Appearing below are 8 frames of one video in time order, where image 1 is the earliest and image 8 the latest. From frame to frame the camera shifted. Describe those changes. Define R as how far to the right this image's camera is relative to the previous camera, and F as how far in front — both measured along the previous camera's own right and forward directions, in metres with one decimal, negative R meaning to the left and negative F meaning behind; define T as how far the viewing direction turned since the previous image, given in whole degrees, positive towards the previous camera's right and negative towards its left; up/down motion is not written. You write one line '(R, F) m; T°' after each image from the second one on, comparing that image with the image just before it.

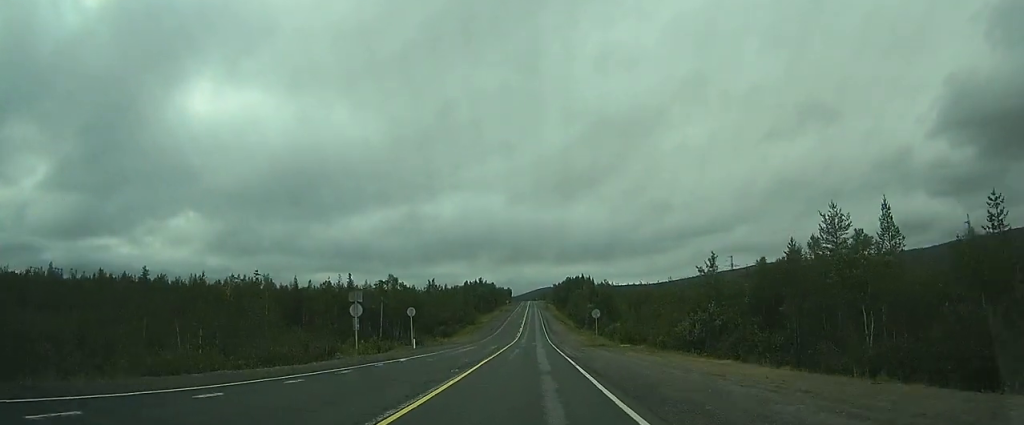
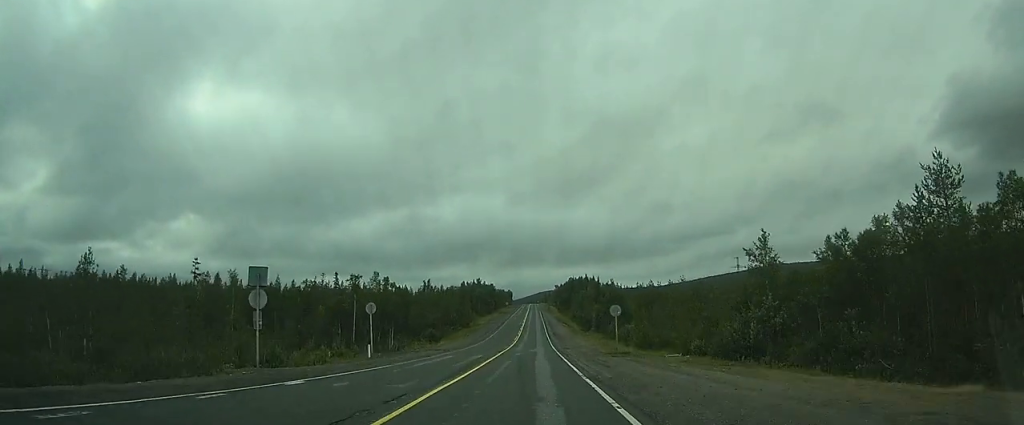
(0.0, +11.7) m; 0°
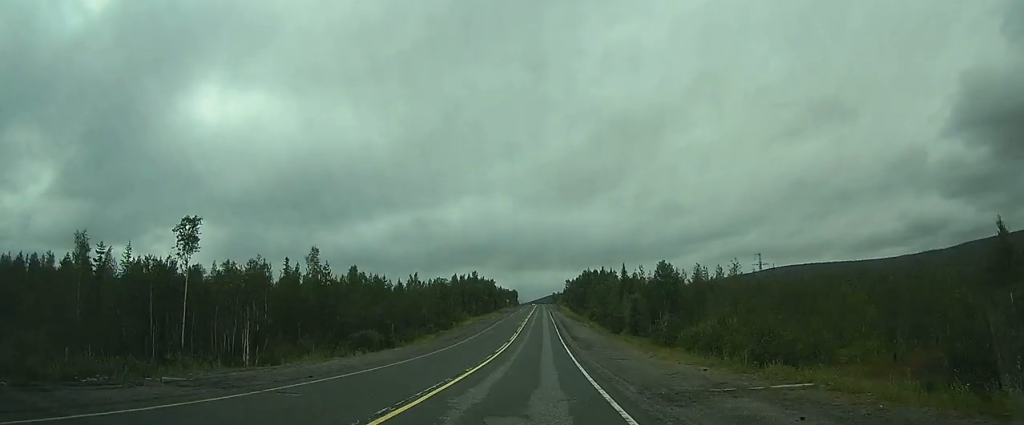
(+0.1, +33.6) m; 0°
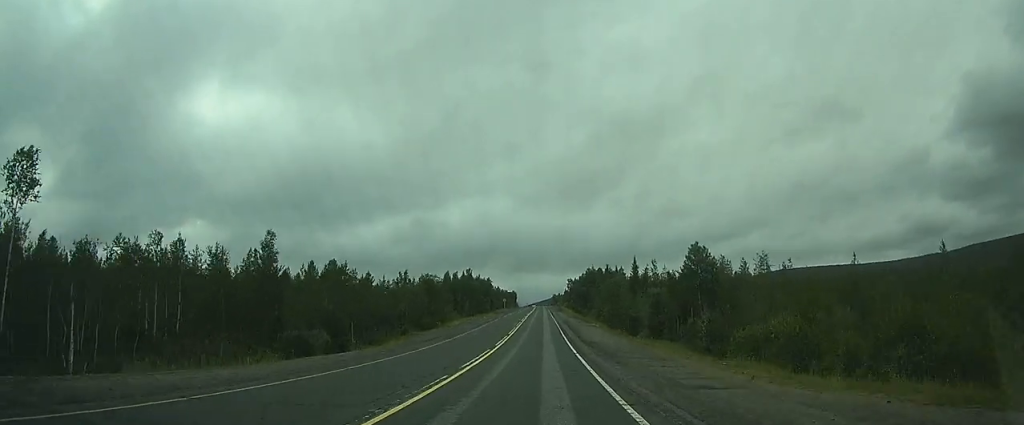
(0.0, +13.2) m; 0°
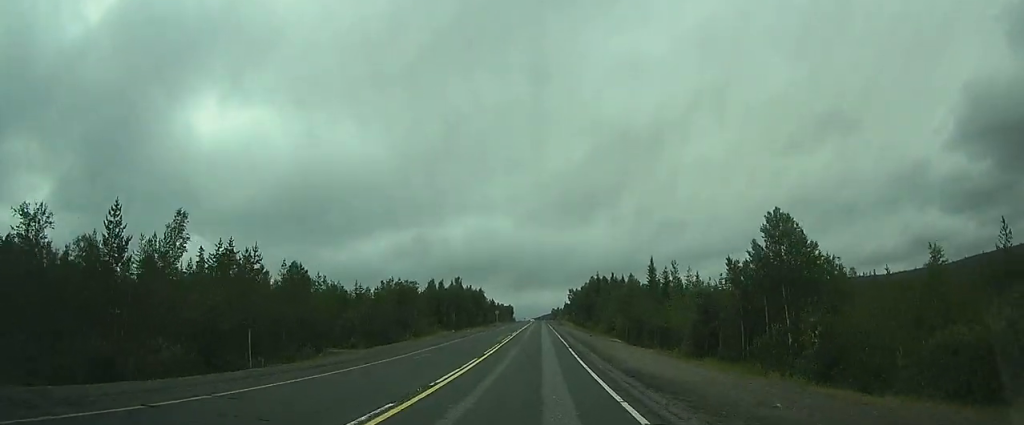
(0.0, +17.0) m; 0°
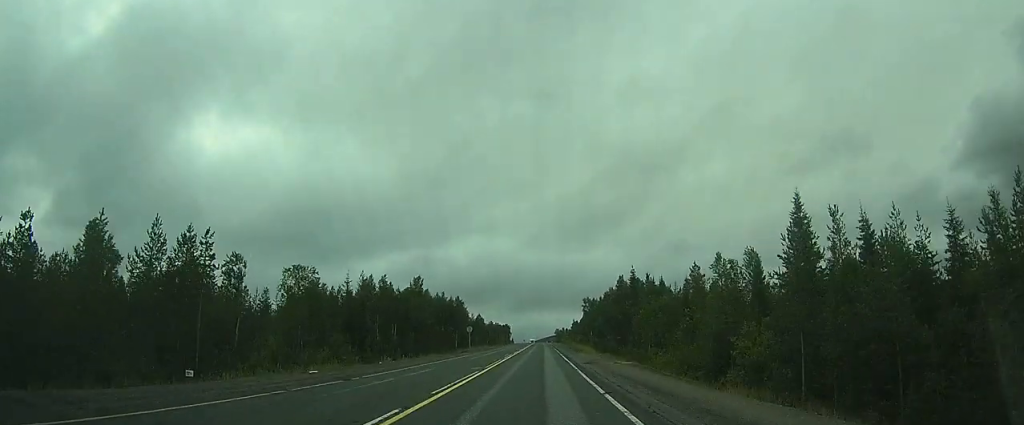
(+0.7, +48.2) m; +1°
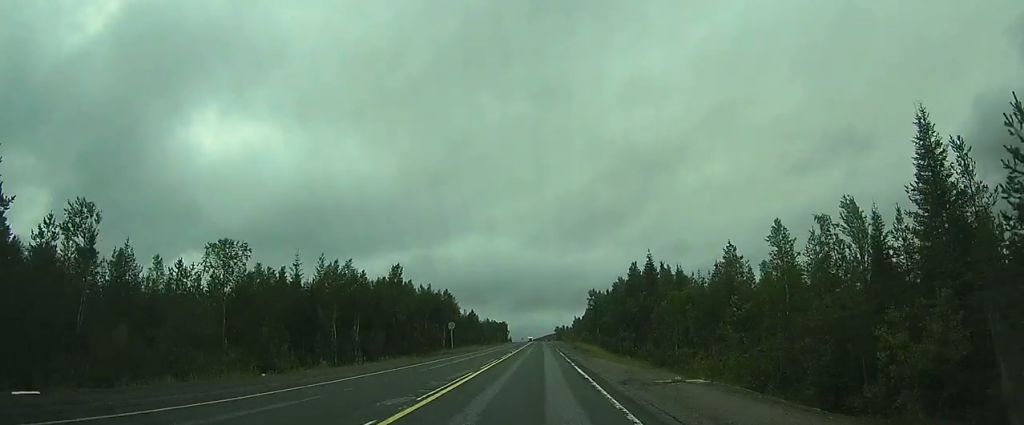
(0.0, +13.7) m; 0°
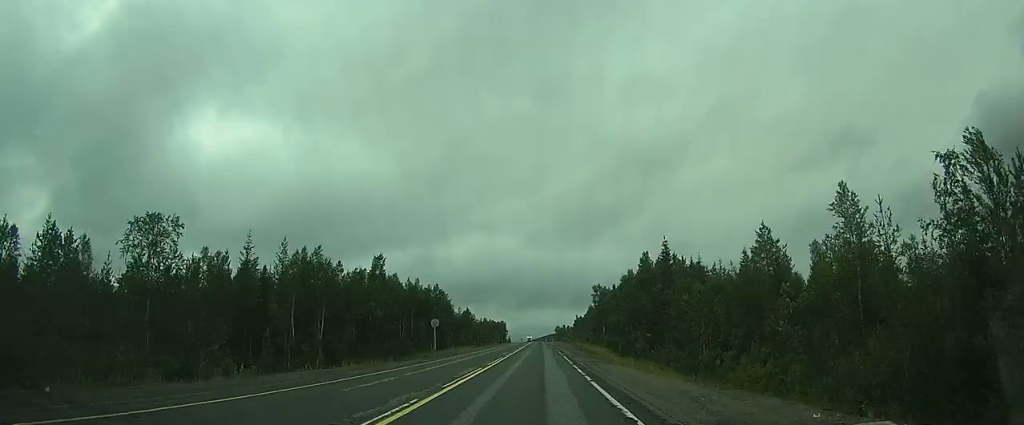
(0.0, +9.0) m; 0°
